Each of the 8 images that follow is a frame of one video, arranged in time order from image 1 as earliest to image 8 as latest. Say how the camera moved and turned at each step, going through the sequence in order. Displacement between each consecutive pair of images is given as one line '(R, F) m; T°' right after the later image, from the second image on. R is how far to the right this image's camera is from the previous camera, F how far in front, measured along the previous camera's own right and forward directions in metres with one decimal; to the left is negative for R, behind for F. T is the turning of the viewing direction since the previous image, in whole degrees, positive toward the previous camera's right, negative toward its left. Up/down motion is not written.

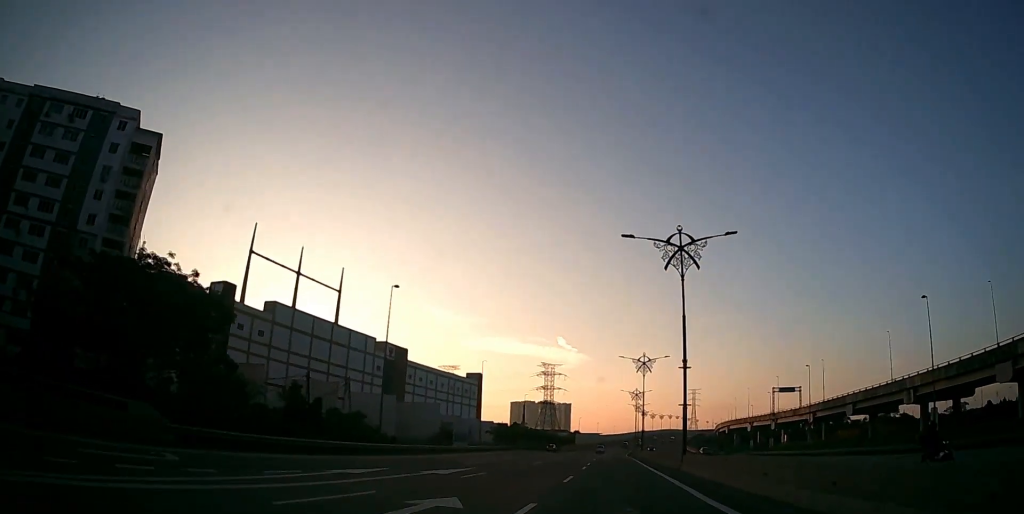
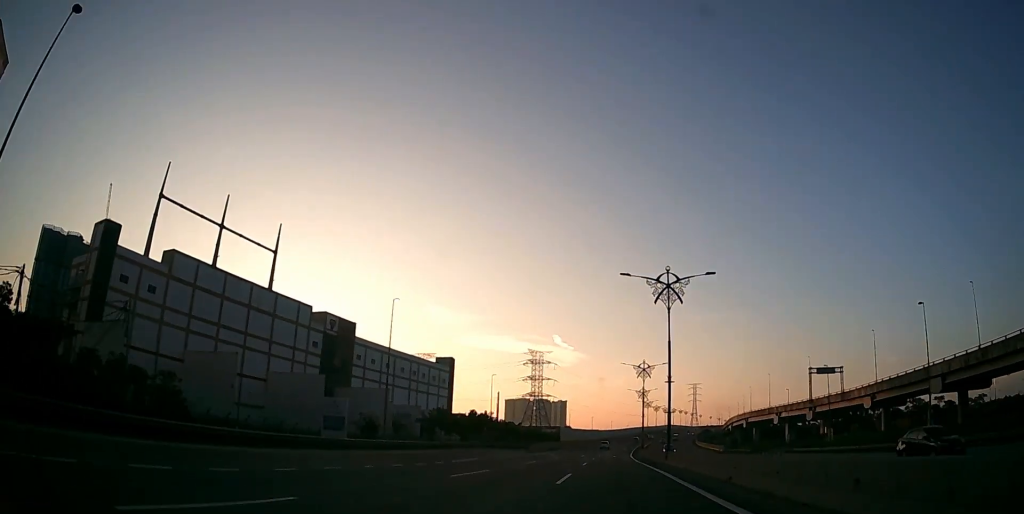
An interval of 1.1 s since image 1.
(+0.1, +33.6) m; 0°
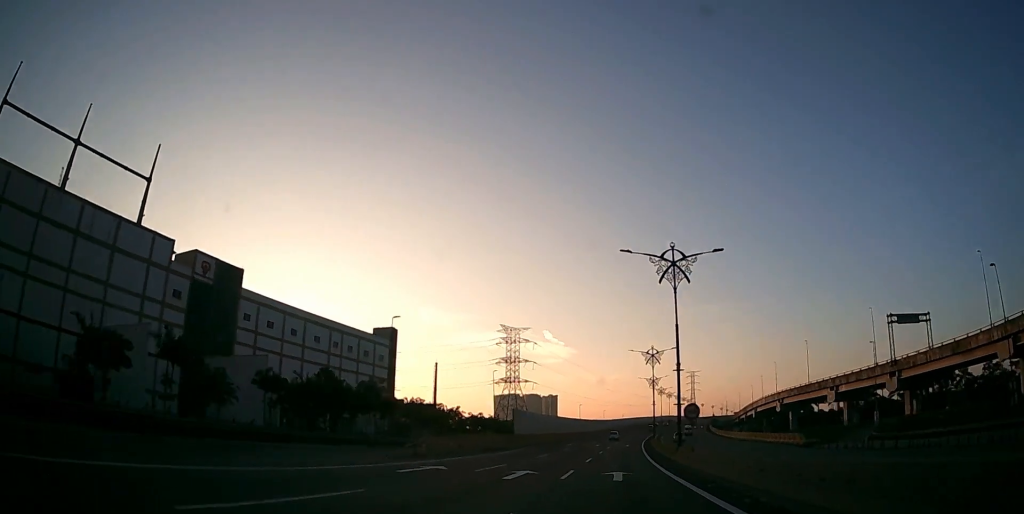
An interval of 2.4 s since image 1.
(+0.2, +42.5) m; +1°
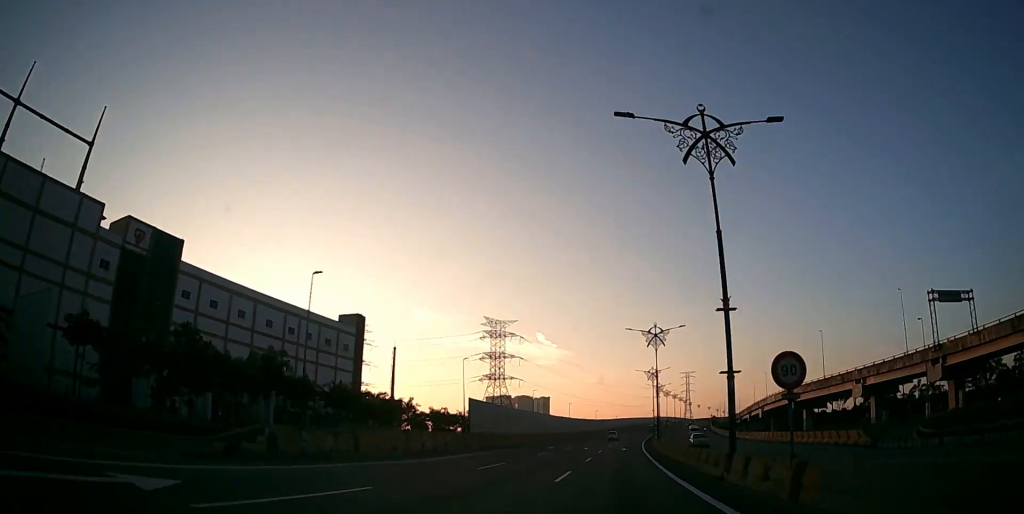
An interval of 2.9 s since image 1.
(0.0, +15.6) m; 0°
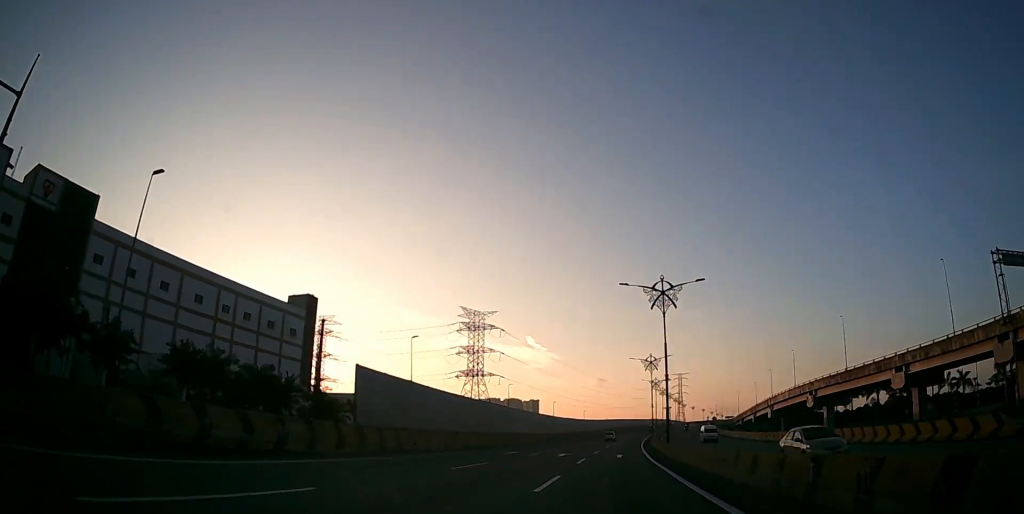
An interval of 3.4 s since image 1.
(0.0, +17.2) m; +1°
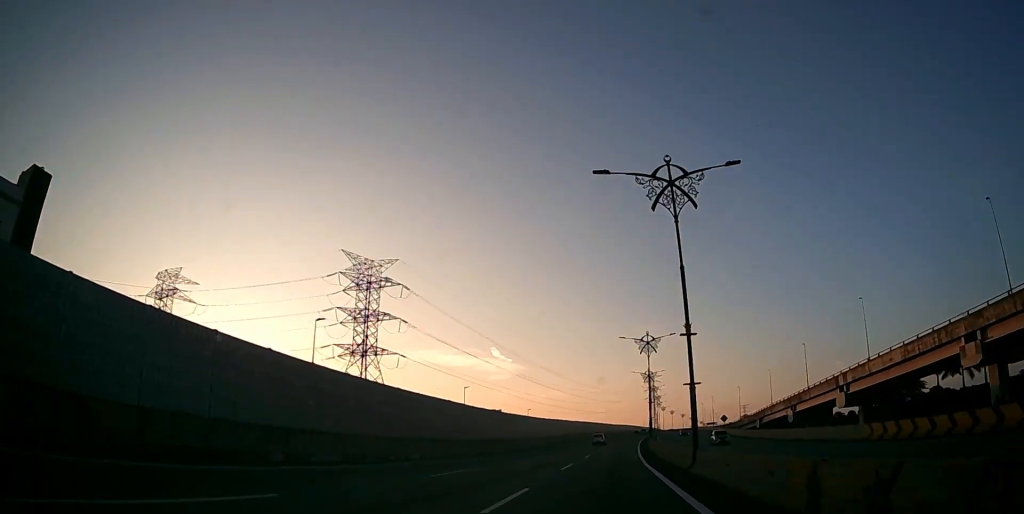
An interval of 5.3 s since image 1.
(+1.8, +59.0) m; +4°
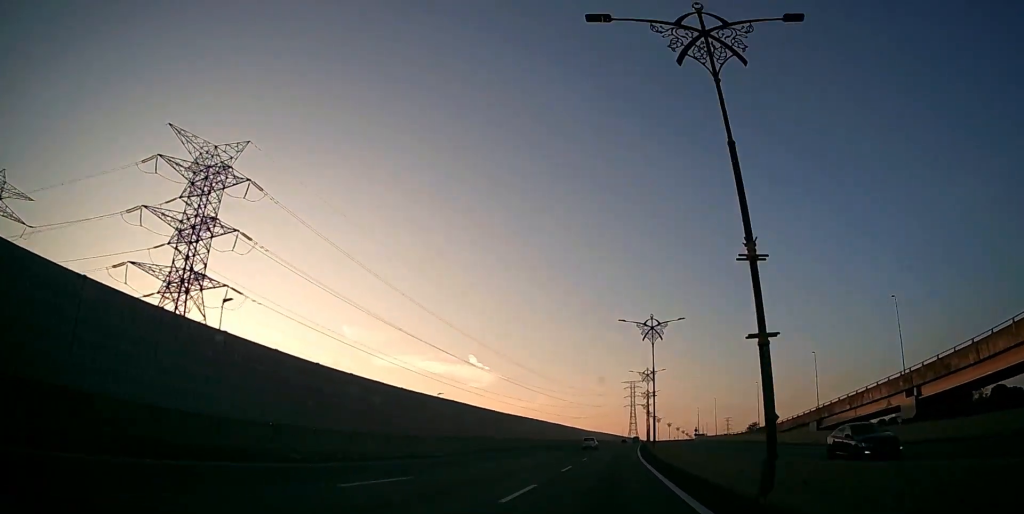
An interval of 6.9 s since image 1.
(+1.3, +50.5) m; +3°
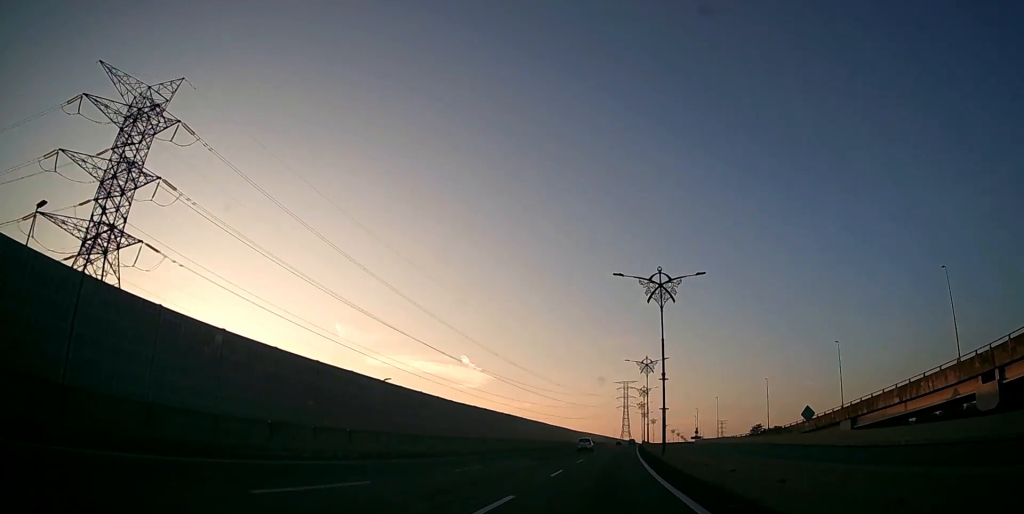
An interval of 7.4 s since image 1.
(0.0, +15.3) m; +1°
